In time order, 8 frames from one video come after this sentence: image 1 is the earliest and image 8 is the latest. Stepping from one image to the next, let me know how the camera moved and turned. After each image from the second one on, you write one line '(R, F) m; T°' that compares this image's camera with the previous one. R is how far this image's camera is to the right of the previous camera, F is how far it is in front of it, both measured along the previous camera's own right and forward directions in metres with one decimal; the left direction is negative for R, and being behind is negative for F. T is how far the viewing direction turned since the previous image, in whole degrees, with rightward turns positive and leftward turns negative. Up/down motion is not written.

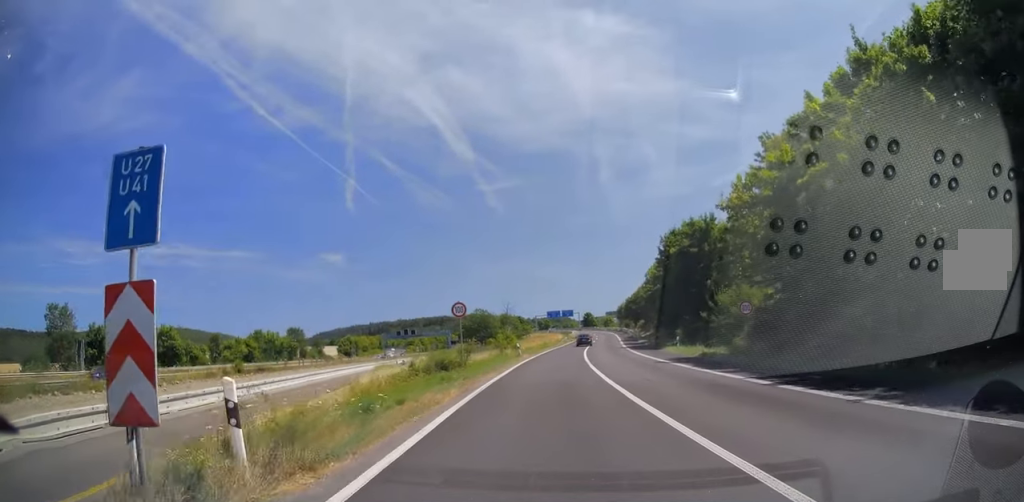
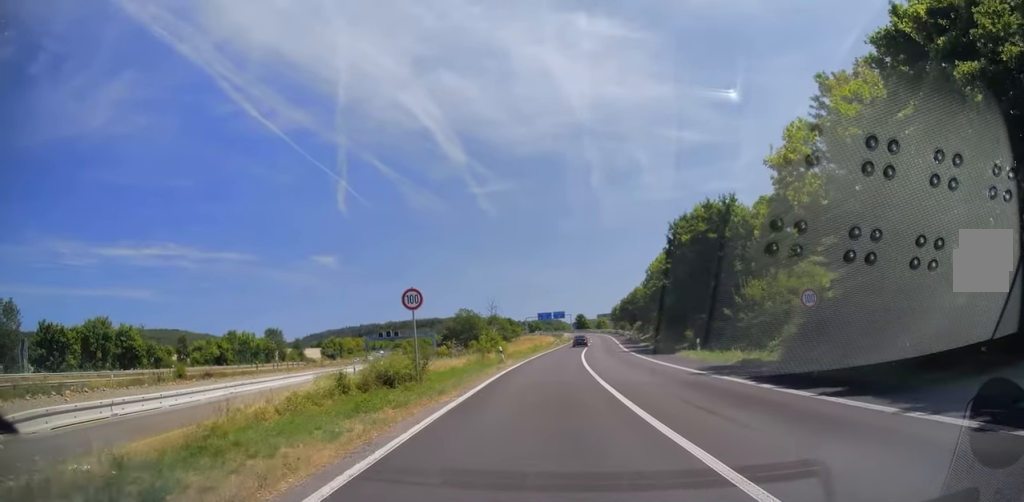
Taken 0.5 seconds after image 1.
(+0.2, +8.0) m; +2°
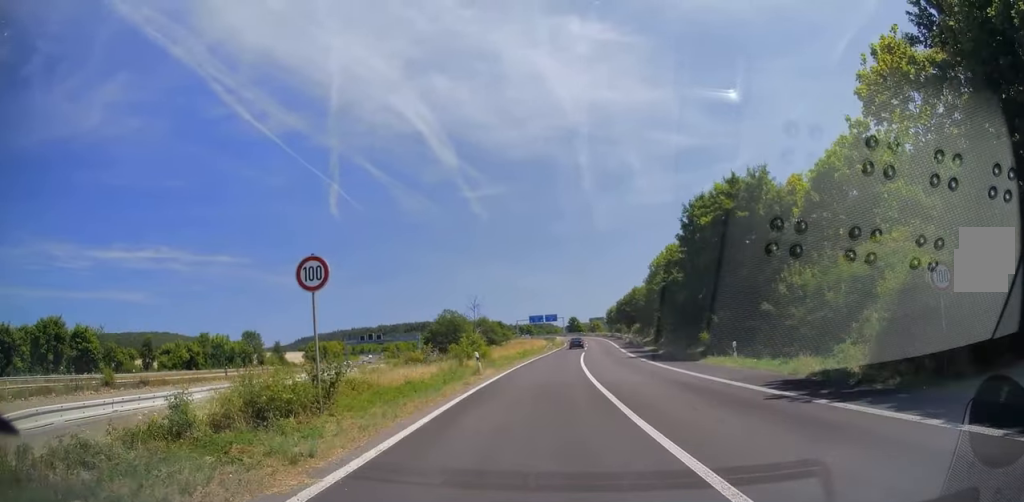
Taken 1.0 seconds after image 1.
(0.0, +7.8) m; +2°
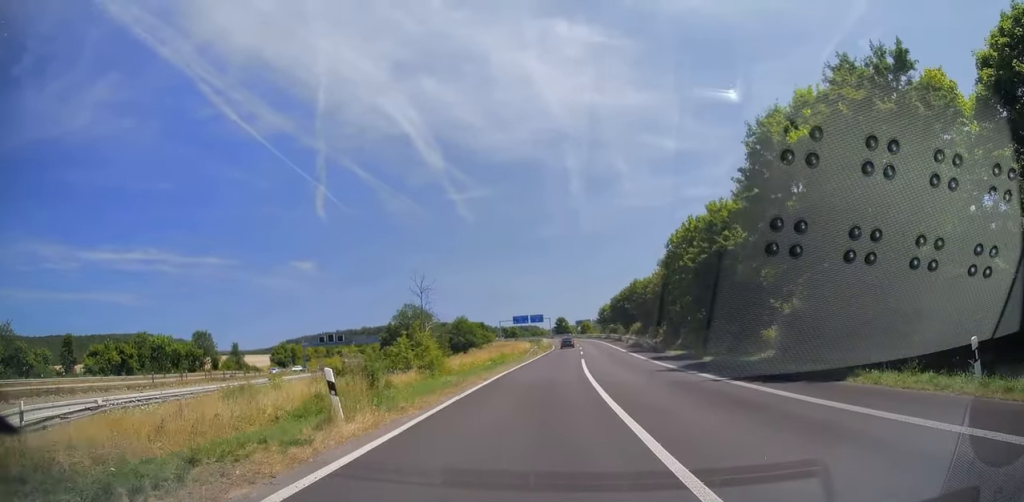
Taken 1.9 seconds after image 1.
(+0.6, +15.9) m; +1°
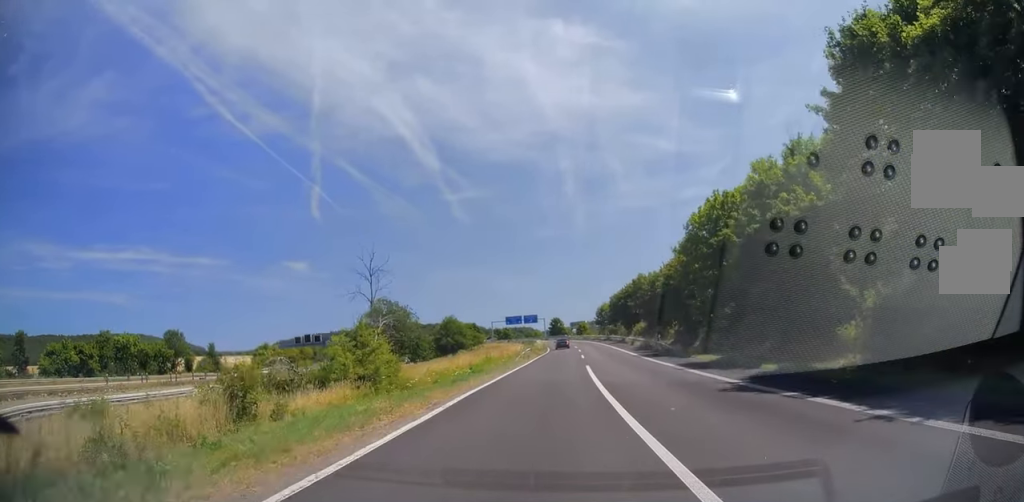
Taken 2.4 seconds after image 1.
(-0.1, +9.0) m; 0°
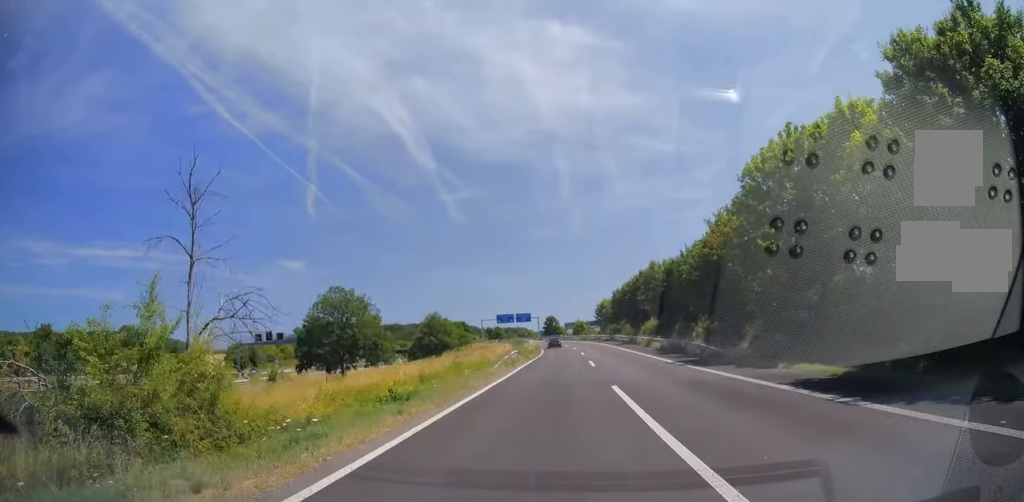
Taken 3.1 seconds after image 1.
(-0.1, +13.0) m; +1°
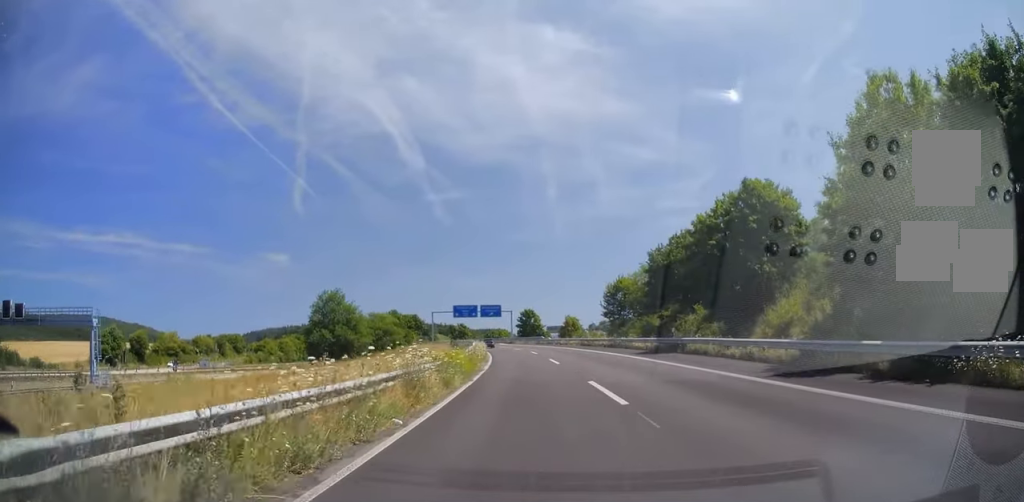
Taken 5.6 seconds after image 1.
(+1.9, +52.6) m; +3°
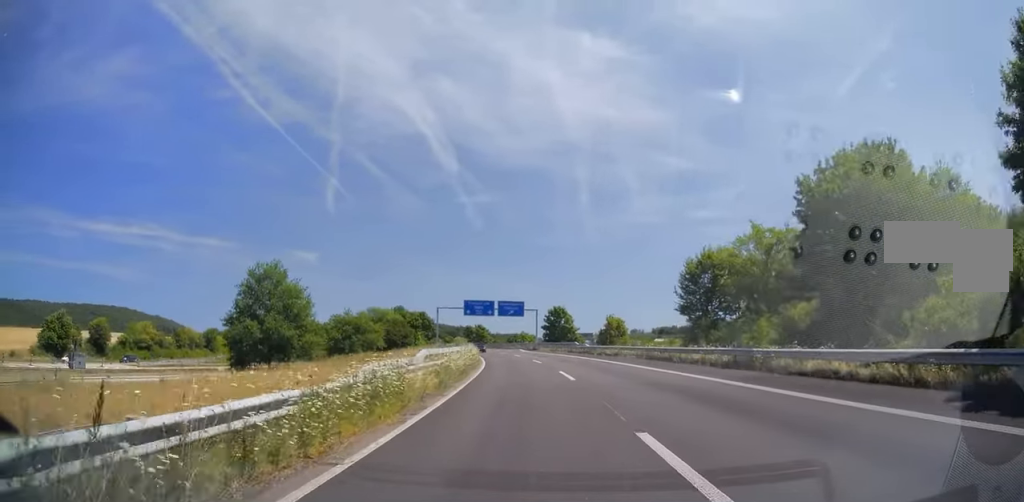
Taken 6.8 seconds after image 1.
(+0.2, +26.5) m; -1°
